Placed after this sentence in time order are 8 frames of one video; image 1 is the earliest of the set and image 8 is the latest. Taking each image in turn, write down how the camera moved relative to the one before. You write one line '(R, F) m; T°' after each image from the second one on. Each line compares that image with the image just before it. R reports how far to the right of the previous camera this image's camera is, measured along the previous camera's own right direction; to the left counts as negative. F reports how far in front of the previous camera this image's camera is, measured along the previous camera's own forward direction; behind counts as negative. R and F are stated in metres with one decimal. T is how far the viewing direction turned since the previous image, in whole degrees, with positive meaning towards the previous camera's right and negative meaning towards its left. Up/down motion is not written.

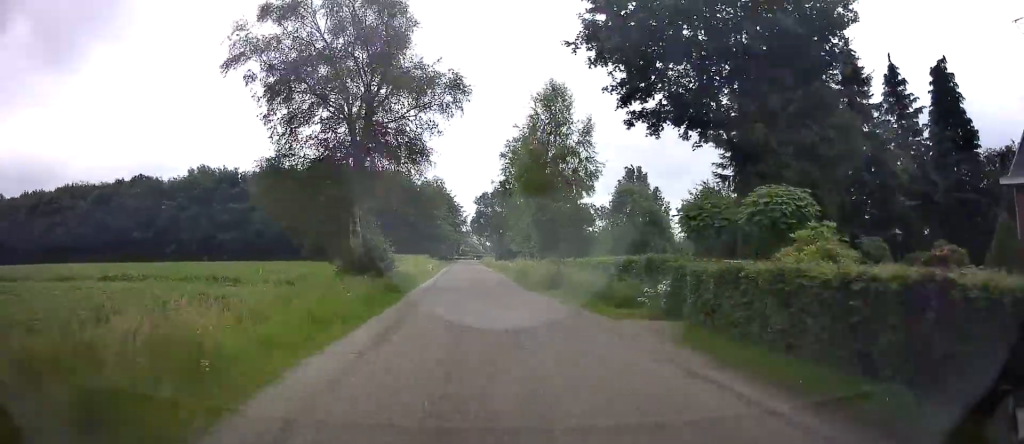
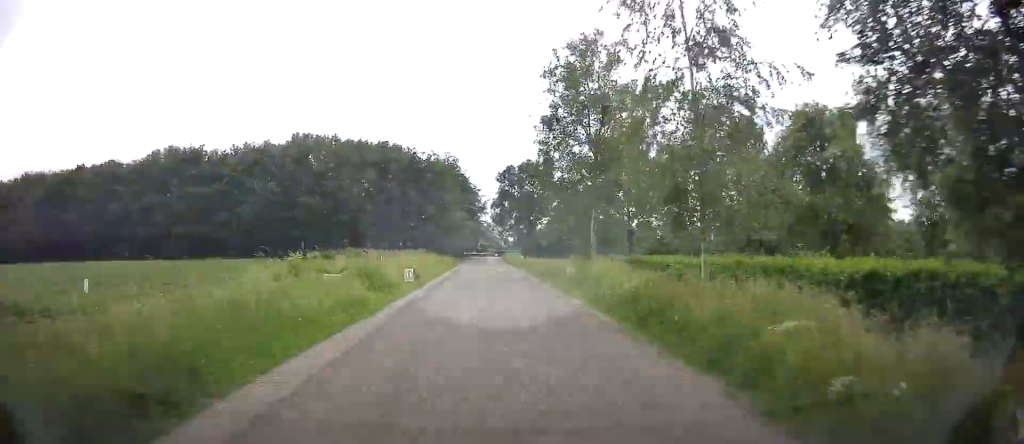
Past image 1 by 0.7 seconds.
(-1.1, +21.7) m; -3°
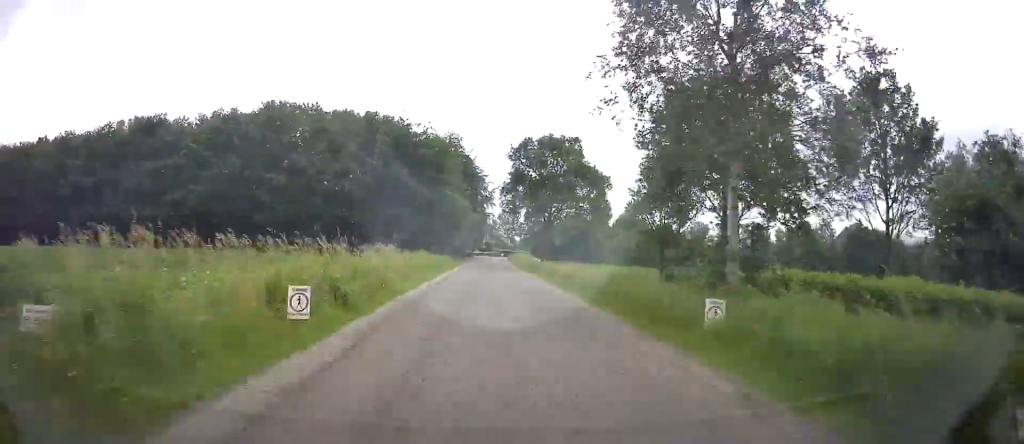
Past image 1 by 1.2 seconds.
(-0.3, +15.1) m; -2°
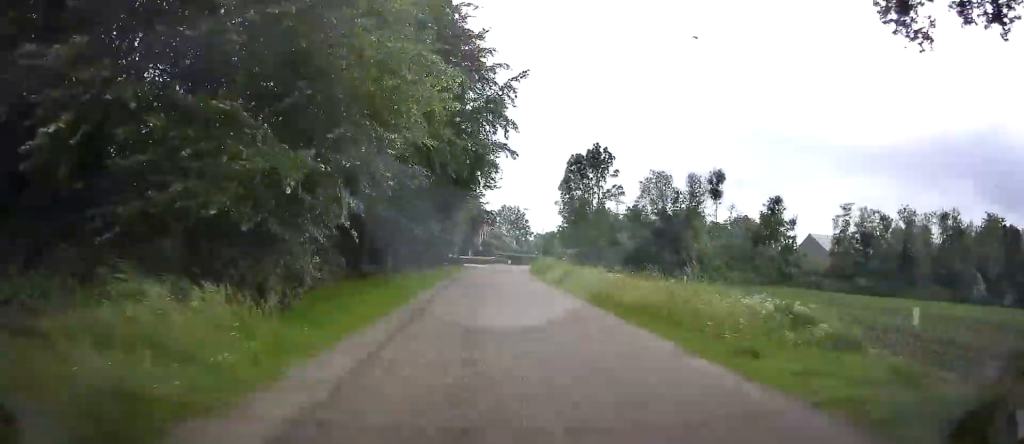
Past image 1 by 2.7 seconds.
(-0.8, +47.4) m; -1°
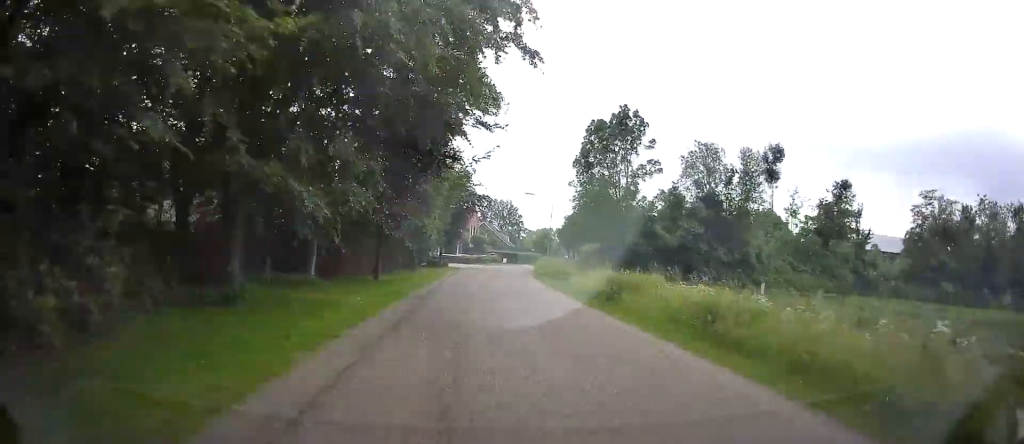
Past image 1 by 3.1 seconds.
(-0.1, +12.9) m; 0°
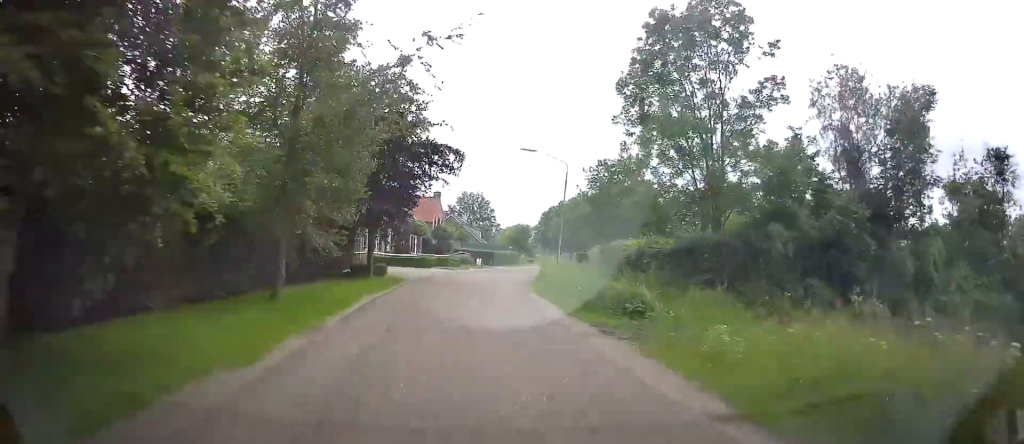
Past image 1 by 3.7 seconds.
(+0.1, +17.2) m; +1°
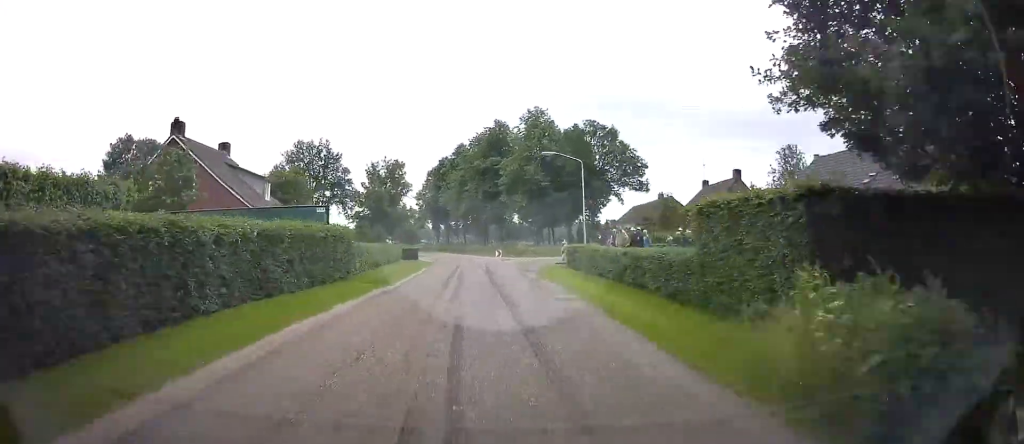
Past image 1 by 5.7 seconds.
(+4.6, +59.7) m; +11°
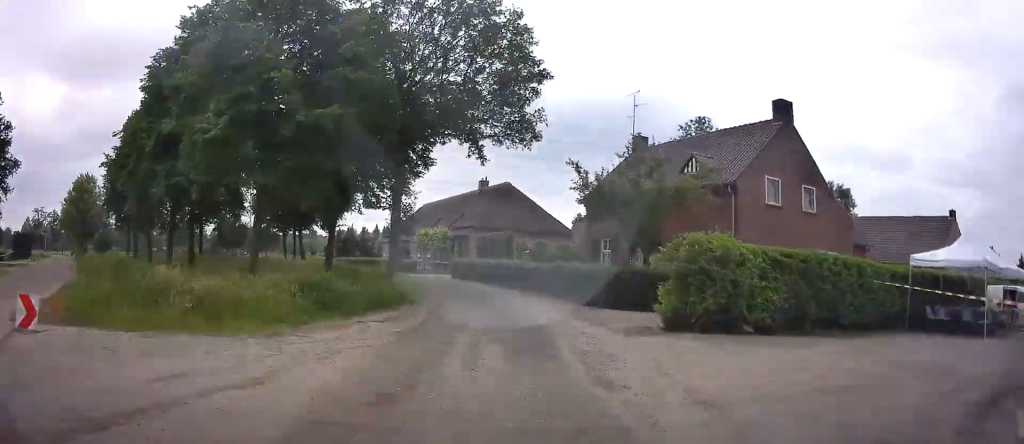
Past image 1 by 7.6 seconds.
(+6.2, +42.6) m; +16°
